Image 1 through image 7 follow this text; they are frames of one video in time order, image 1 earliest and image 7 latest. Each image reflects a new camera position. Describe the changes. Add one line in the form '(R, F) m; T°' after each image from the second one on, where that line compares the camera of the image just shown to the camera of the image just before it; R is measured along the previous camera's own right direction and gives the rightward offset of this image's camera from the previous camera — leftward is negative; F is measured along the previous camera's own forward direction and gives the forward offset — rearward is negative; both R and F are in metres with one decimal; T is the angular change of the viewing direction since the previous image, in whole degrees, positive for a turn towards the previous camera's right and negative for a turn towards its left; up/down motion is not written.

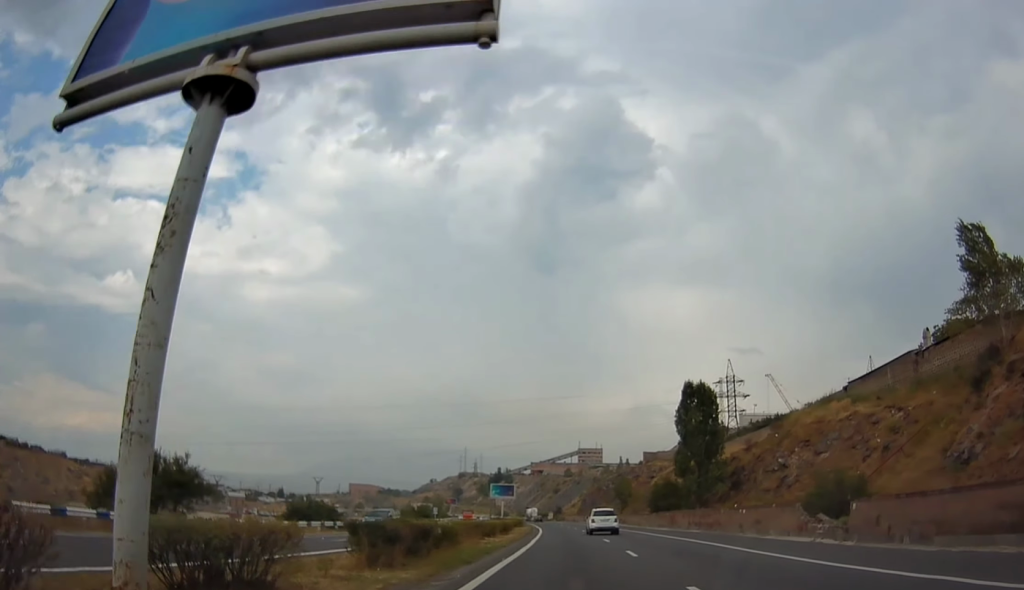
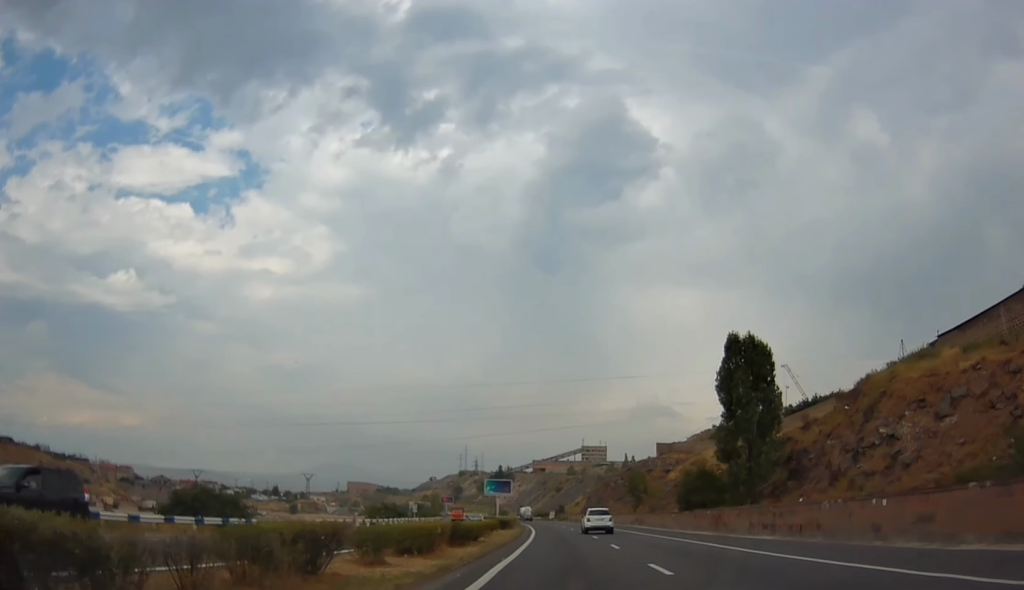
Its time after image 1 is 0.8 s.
(-0.1, +18.5) m; -1°
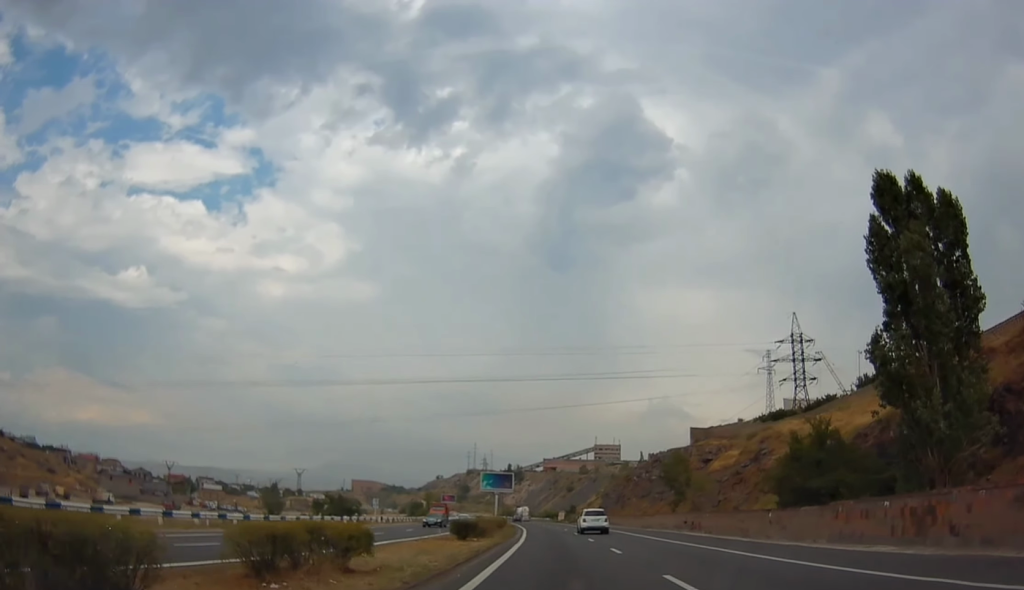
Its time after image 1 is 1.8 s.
(-0.4, +26.6) m; -1°
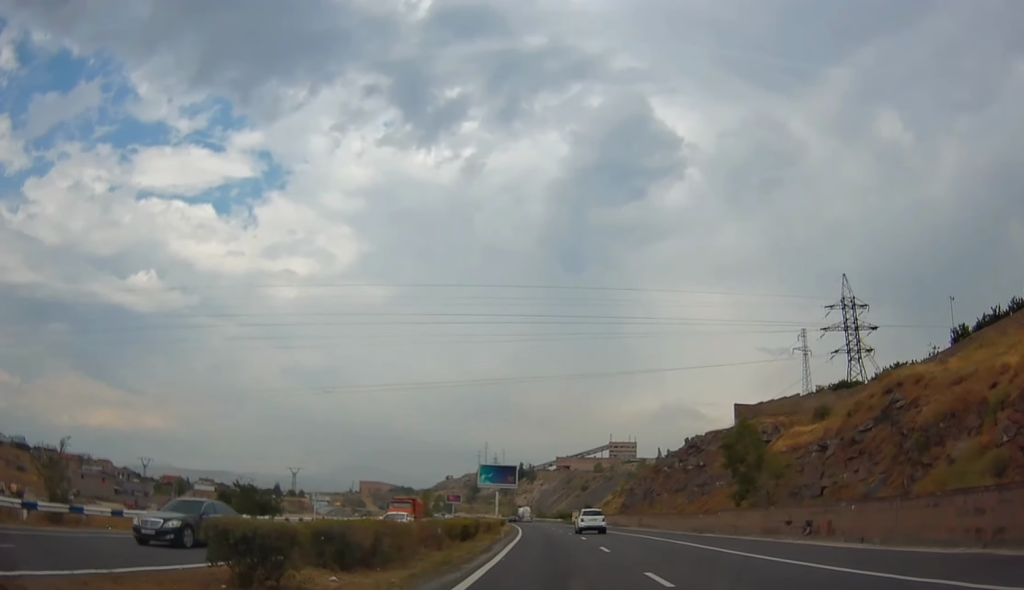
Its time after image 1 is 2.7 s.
(-0.2, +22.7) m; -1°
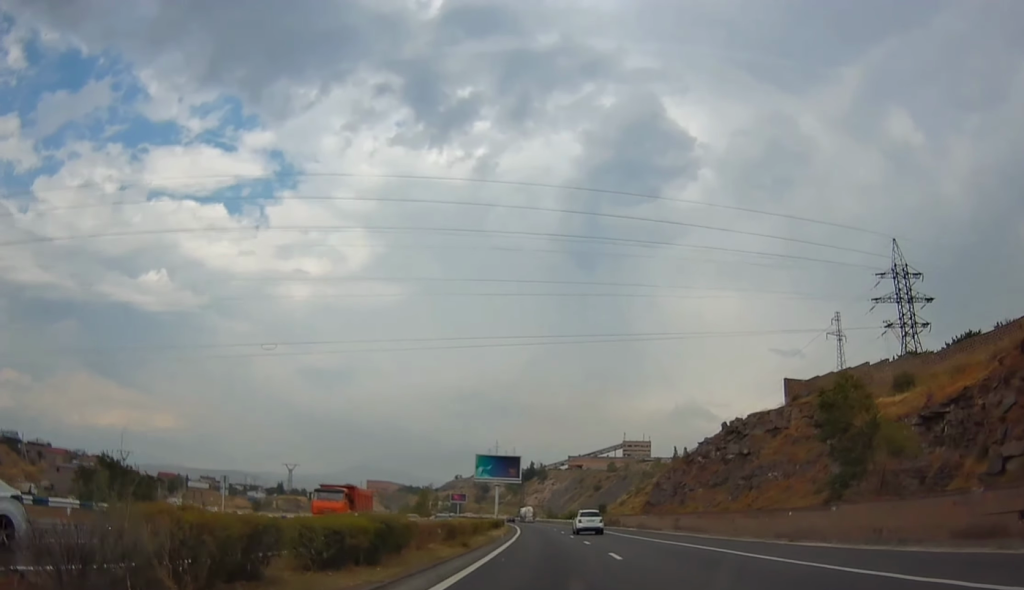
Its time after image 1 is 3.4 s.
(0.0, +17.4) m; 0°
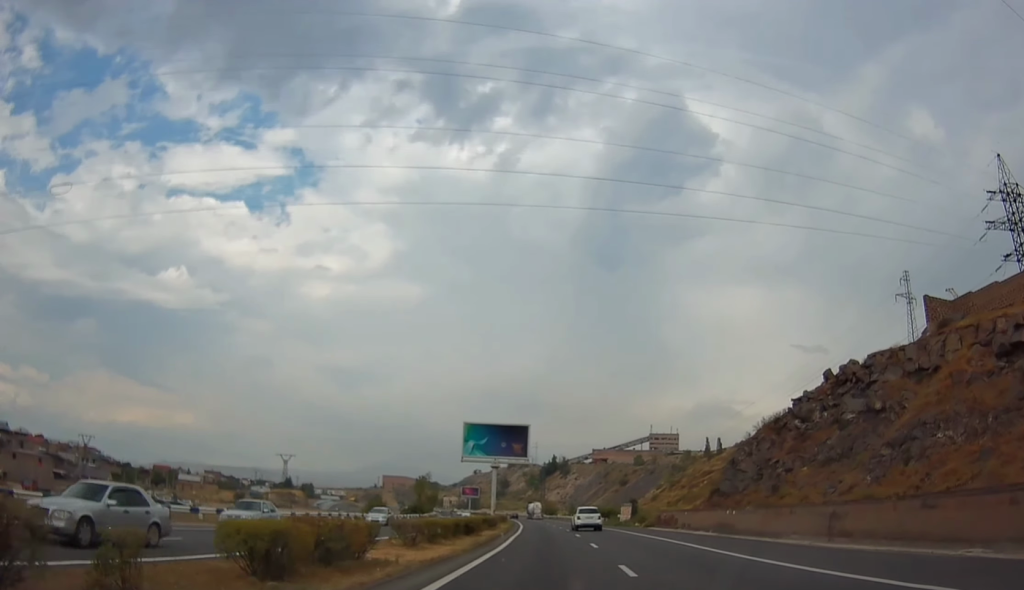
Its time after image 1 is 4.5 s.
(0.0, +28.5) m; 0°
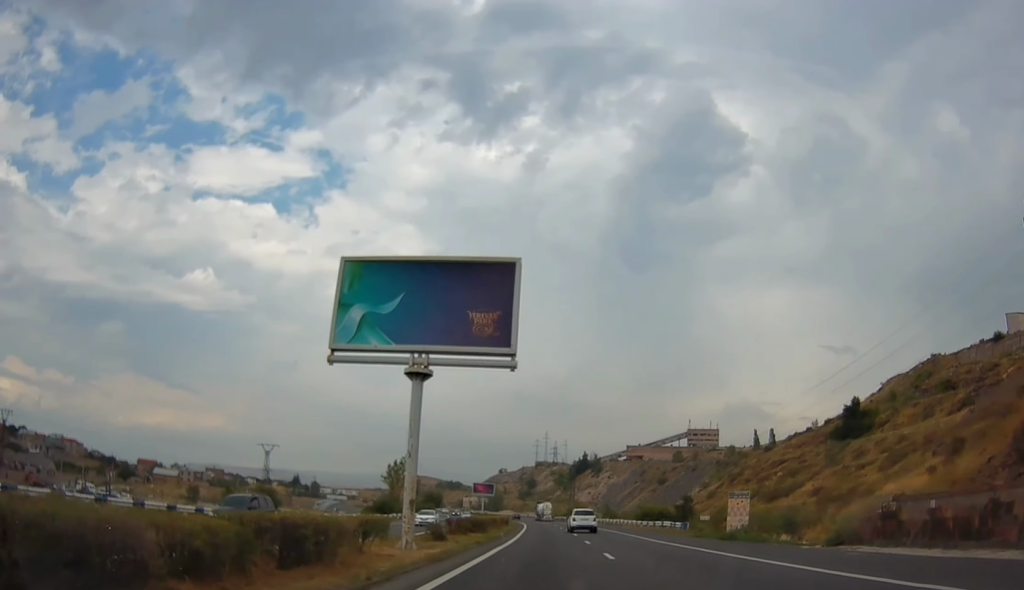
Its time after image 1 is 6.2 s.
(-1.0, +42.3) m; -3°
